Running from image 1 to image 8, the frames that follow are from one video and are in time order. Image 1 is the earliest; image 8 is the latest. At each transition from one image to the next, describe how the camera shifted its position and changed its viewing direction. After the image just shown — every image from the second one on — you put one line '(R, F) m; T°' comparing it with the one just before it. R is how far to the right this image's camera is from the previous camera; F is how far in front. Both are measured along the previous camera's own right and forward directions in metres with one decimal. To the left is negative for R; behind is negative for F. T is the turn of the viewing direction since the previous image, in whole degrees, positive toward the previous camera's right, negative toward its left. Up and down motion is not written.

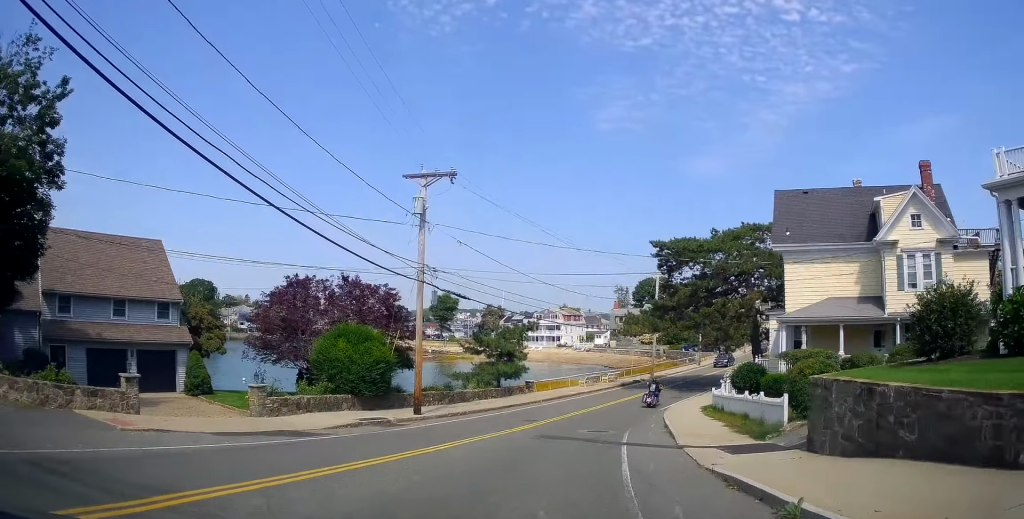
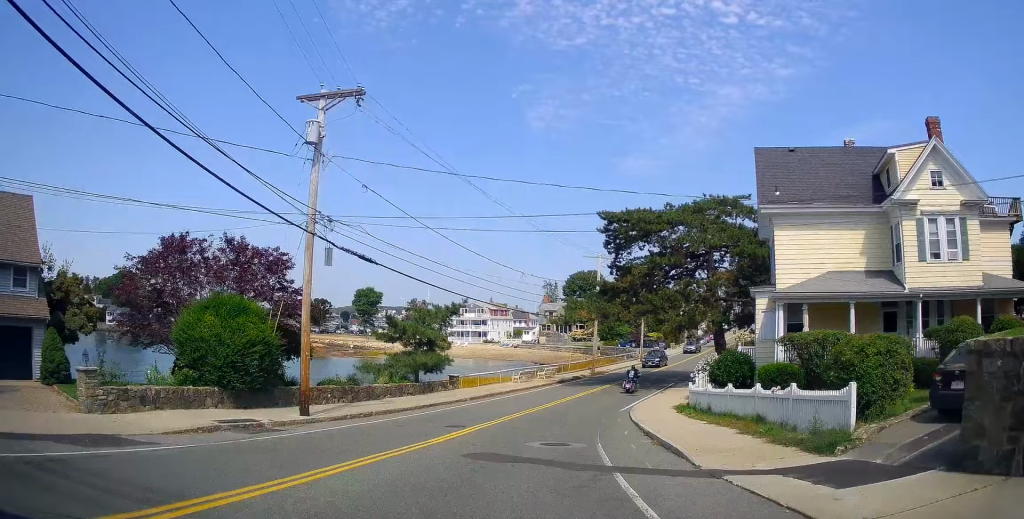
(+0.8, +6.5) m; +5°
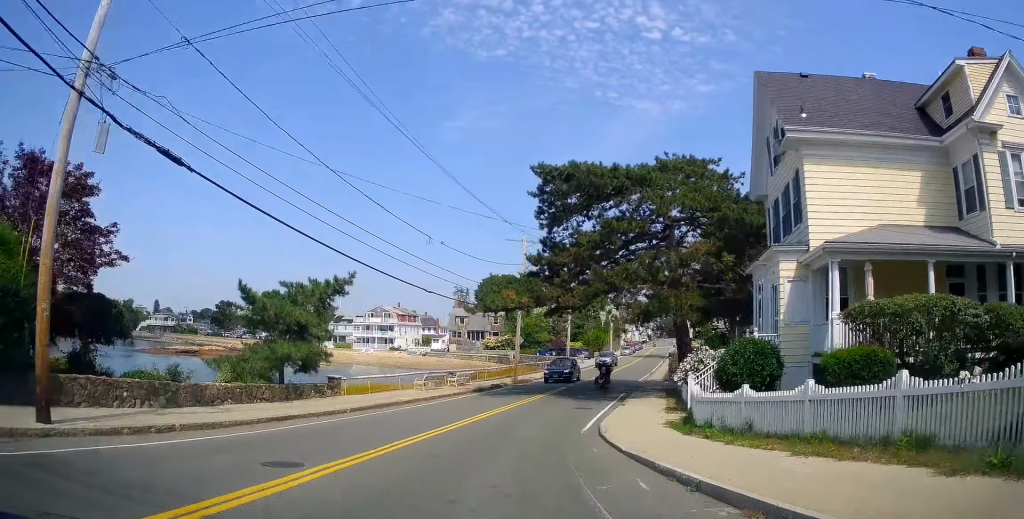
(+0.4, +8.9) m; +6°
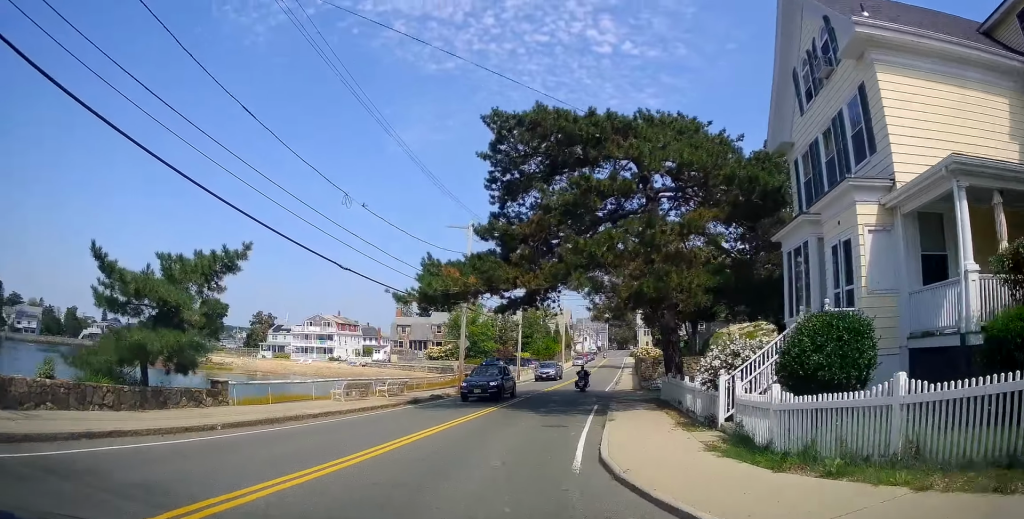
(0.0, +6.4) m; +4°
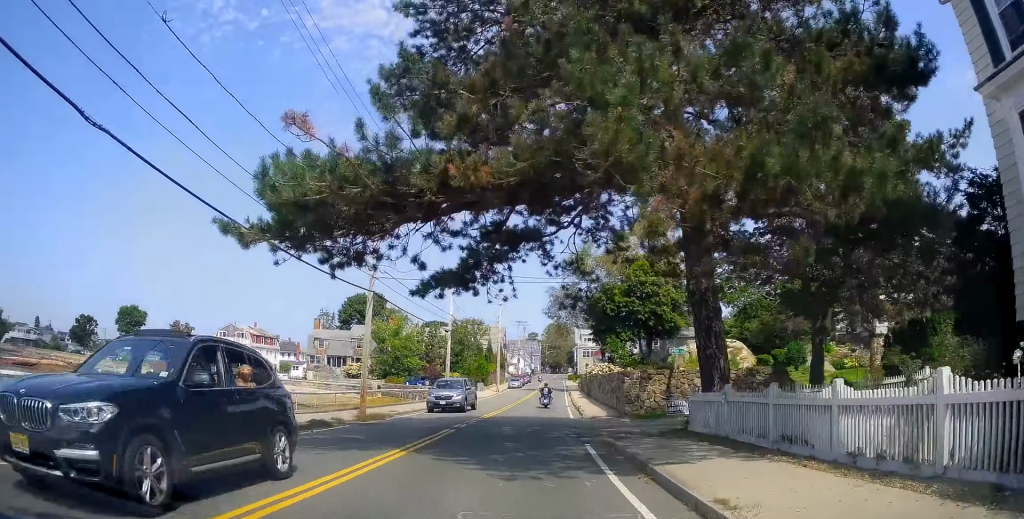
(+1.1, +10.4) m; +8°
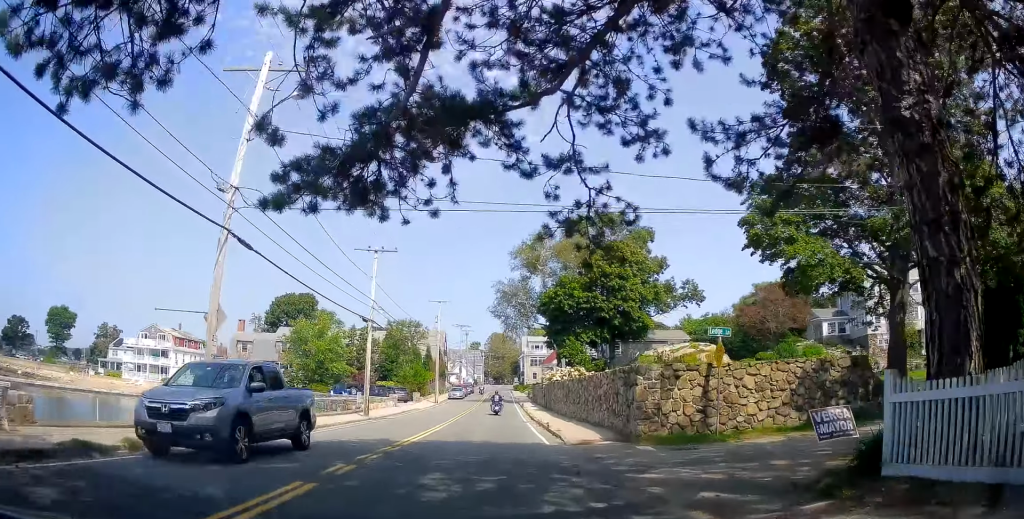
(+0.2, +9.4) m; +5°
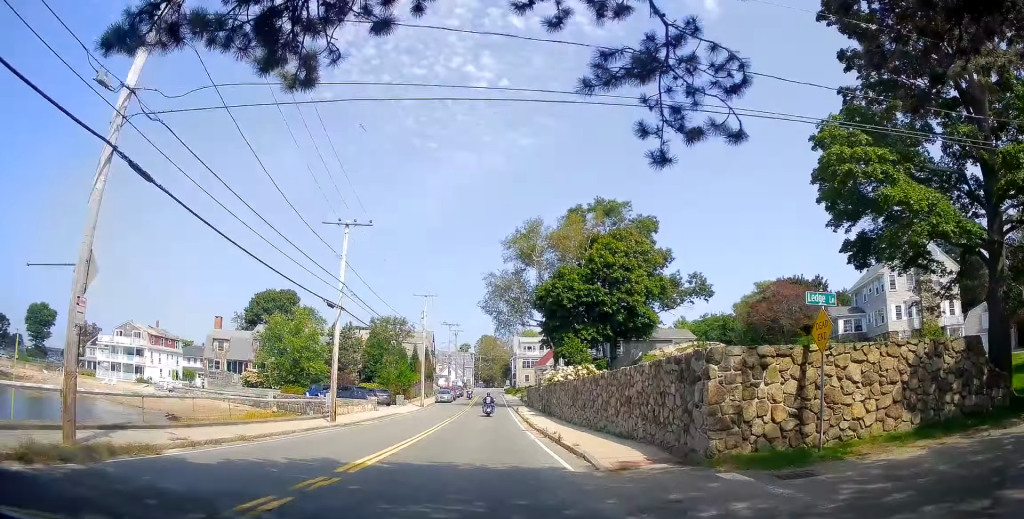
(+0.4, +5.4) m; +2°
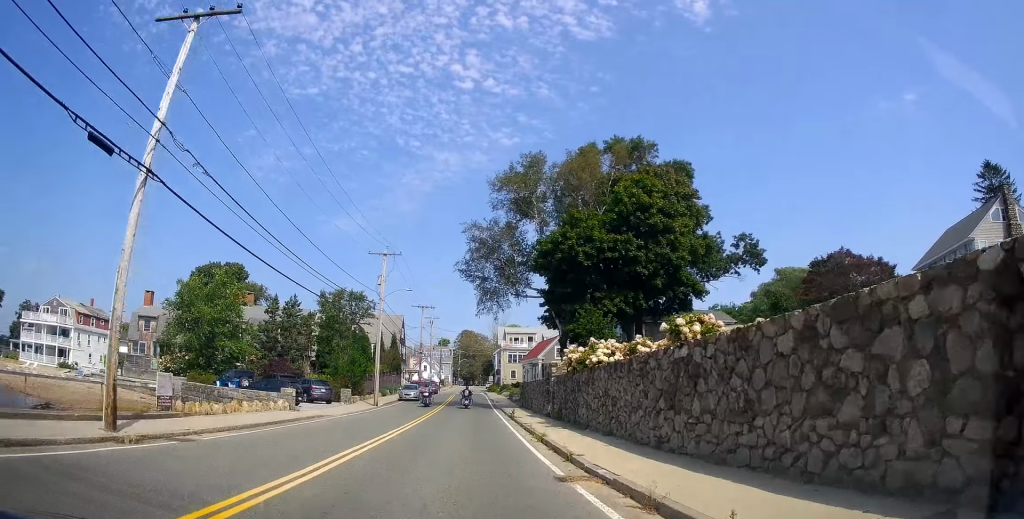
(+0.6, +16.8) m; +3°
